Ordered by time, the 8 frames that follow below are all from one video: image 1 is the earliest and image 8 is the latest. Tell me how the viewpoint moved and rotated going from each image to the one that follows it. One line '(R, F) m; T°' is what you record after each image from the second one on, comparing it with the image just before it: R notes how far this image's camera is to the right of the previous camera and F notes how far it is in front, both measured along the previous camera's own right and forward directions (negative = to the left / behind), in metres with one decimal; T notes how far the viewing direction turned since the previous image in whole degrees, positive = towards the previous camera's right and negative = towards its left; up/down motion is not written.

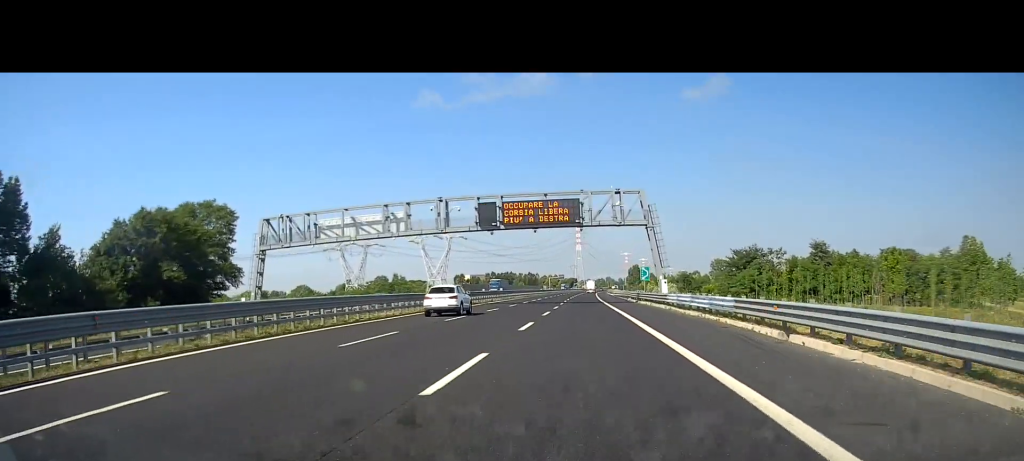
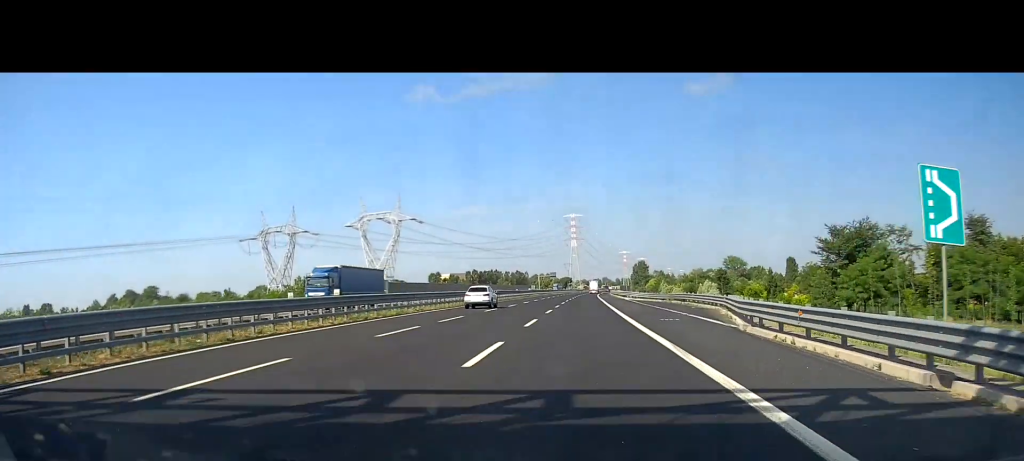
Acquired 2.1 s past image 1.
(0.0, +54.7) m; 0°
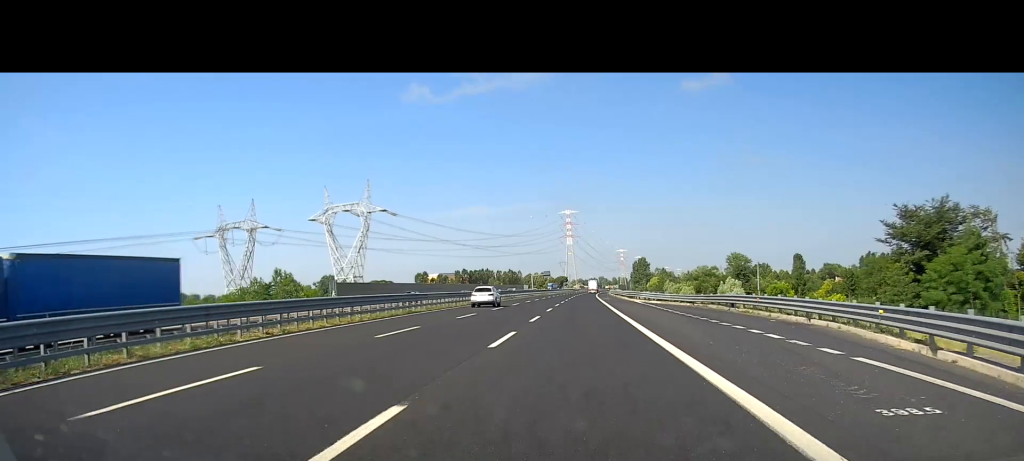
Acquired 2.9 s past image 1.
(0.0, +20.3) m; 0°
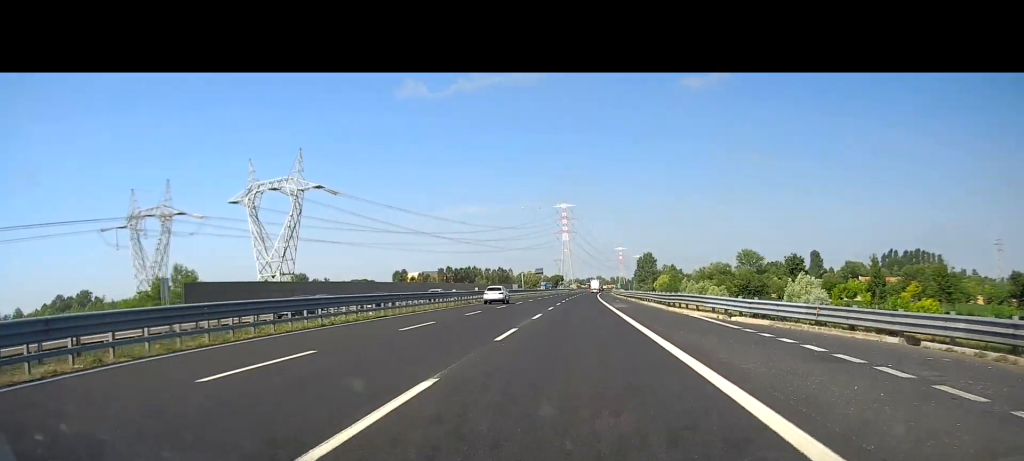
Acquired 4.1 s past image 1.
(-0.1, +33.8) m; 0°
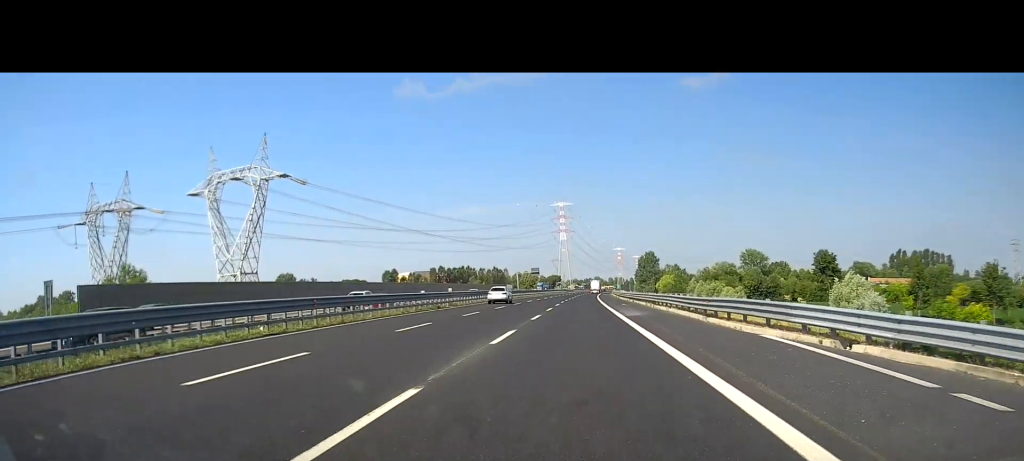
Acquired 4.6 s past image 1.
(-0.1, +12.5) m; 0°
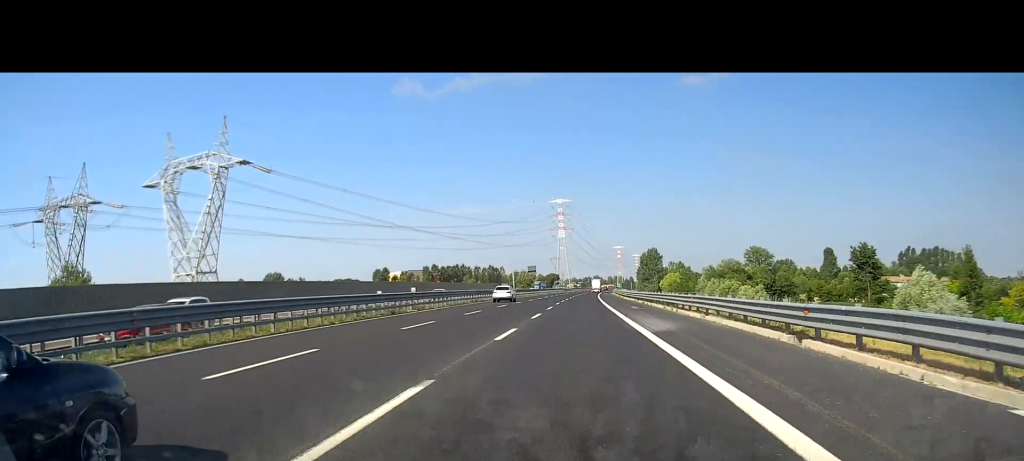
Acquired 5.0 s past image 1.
(0.0, +11.7) m; 0°
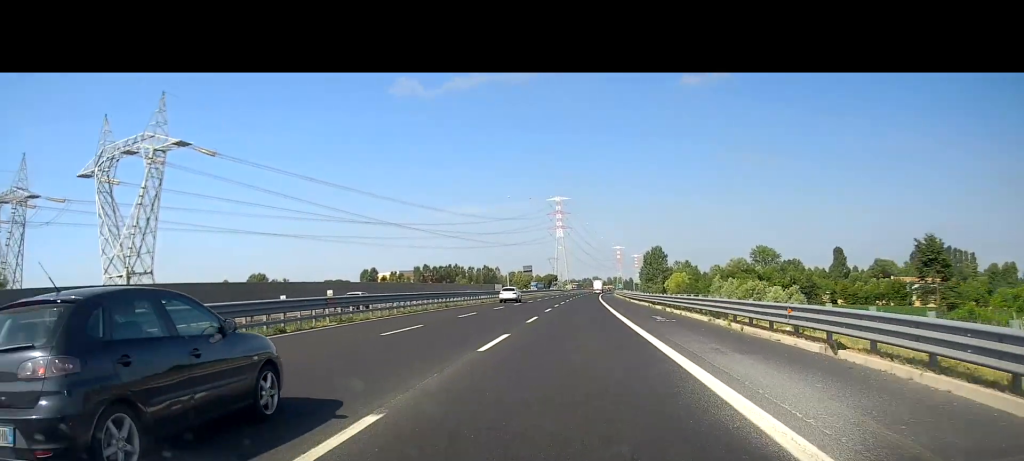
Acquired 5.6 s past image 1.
(+0.2, +14.3) m; 0°
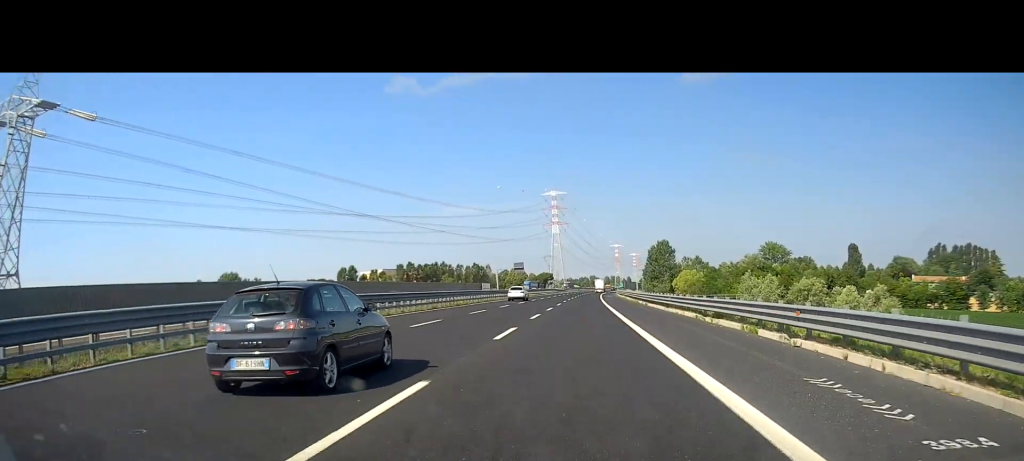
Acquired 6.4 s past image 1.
(+0.1, +21.5) m; 0°
